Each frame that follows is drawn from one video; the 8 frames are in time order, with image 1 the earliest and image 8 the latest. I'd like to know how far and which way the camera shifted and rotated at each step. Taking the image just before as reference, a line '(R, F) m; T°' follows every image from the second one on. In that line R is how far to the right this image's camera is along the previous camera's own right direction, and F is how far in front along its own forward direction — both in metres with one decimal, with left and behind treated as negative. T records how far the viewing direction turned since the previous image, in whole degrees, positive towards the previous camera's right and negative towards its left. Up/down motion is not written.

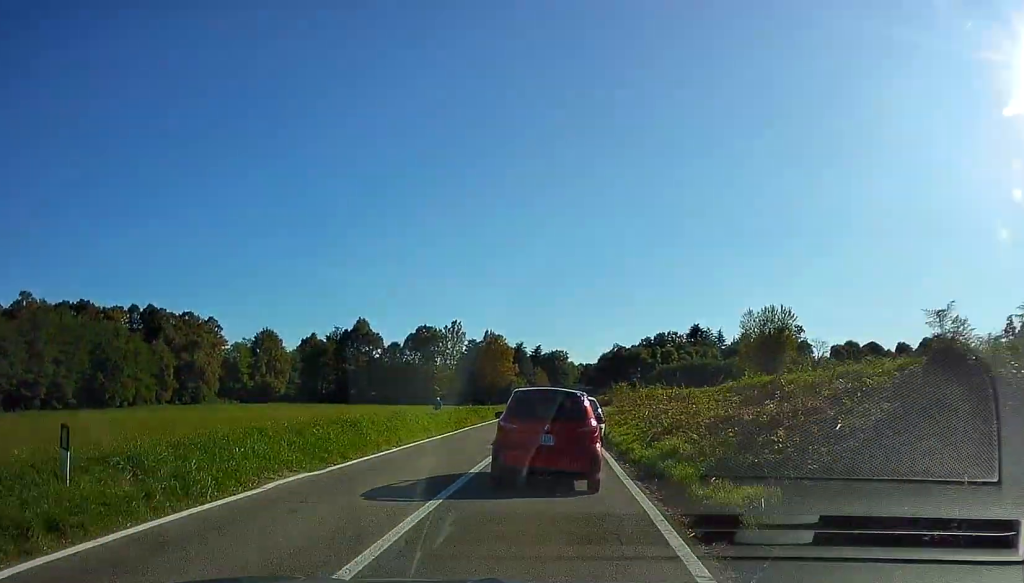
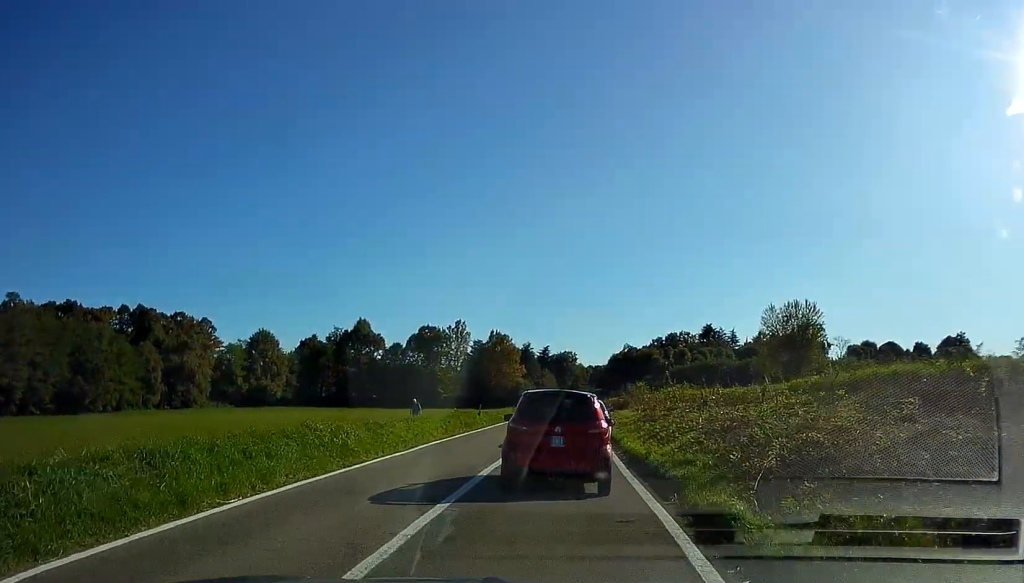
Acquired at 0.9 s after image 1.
(-0.3, +9.0) m; -1°
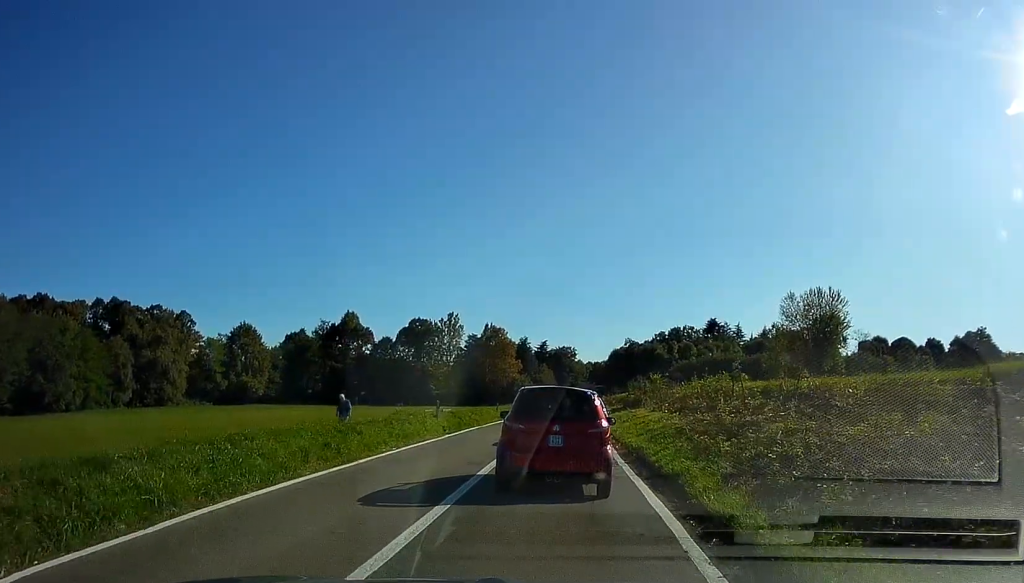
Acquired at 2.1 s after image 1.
(0.0, +11.6) m; 0°
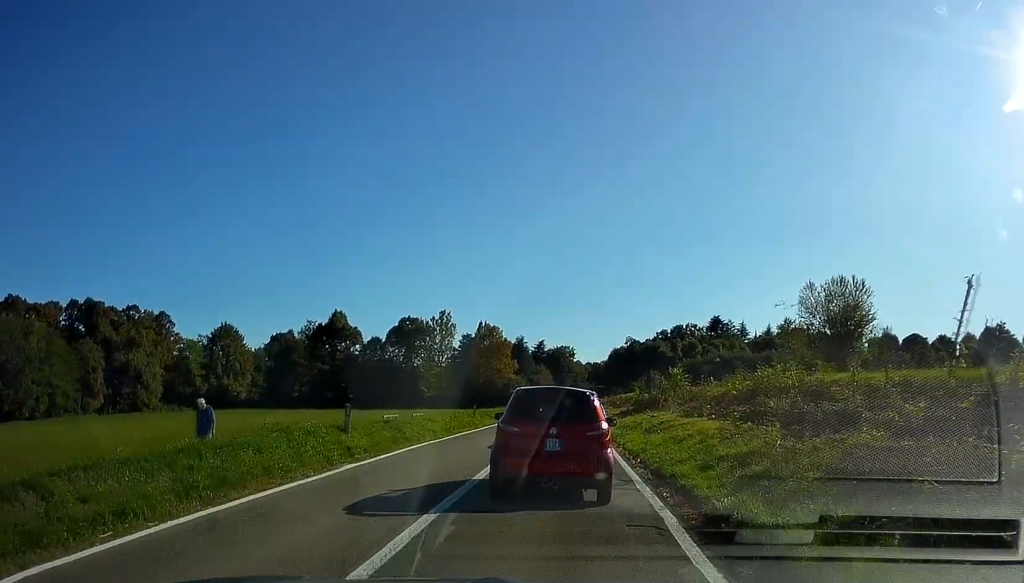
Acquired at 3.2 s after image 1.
(+0.1, +10.6) m; 0°
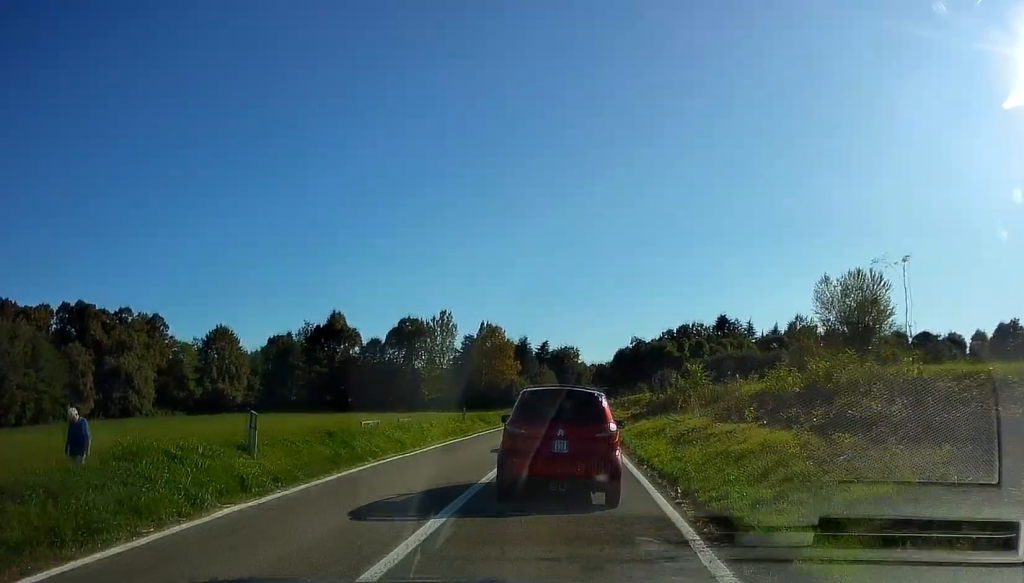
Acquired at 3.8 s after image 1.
(0.0, +5.2) m; 0°
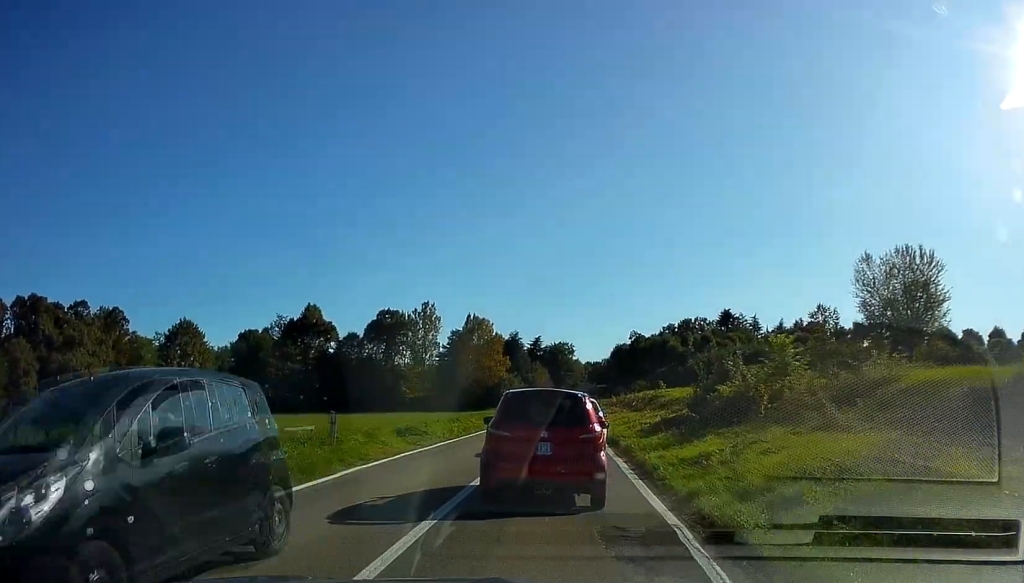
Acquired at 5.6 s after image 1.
(-0.1, +16.3) m; +2°
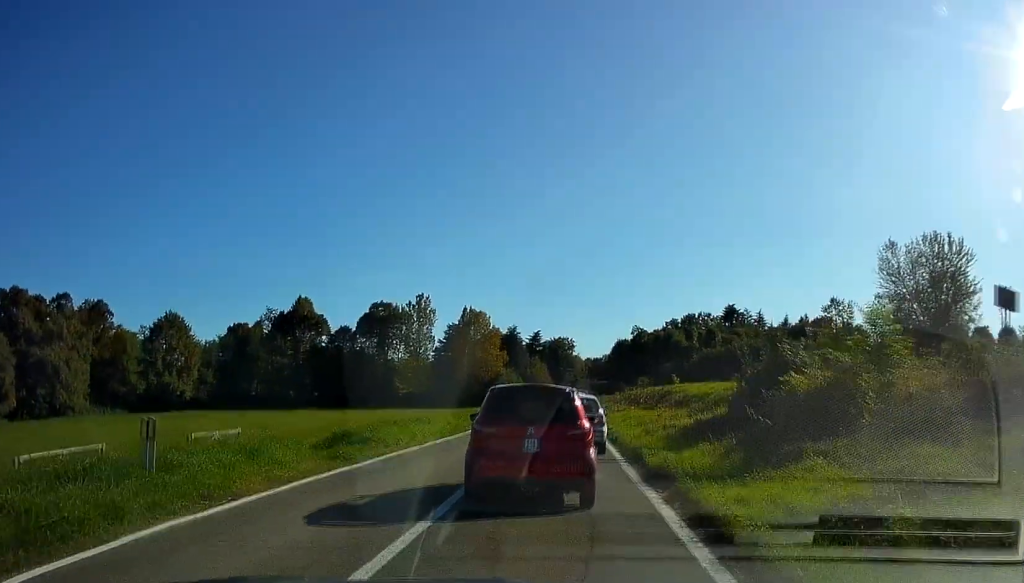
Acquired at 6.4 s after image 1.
(+0.1, +6.6) m; -2°
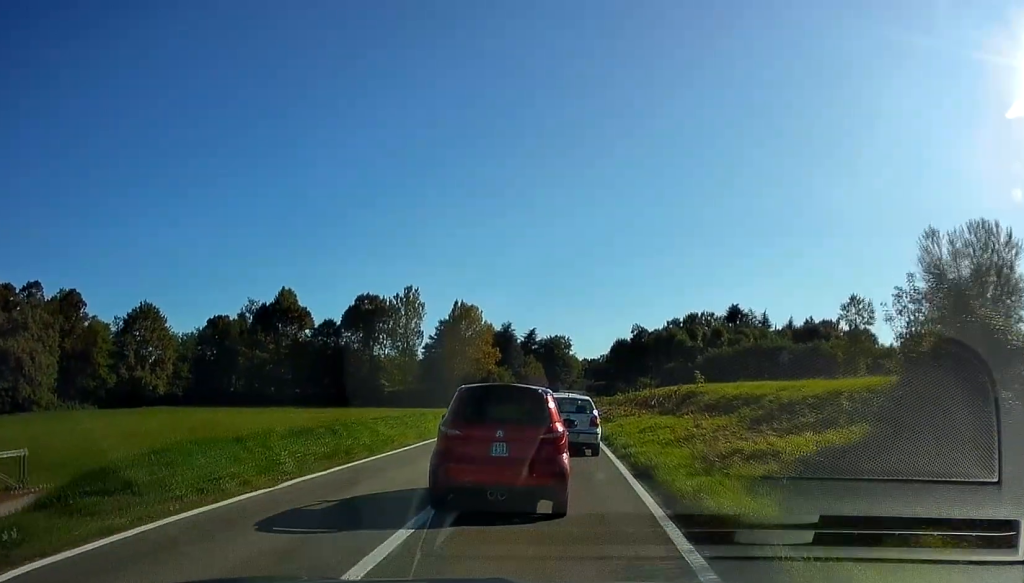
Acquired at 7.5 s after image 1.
(-0.4, +9.9) m; -1°
